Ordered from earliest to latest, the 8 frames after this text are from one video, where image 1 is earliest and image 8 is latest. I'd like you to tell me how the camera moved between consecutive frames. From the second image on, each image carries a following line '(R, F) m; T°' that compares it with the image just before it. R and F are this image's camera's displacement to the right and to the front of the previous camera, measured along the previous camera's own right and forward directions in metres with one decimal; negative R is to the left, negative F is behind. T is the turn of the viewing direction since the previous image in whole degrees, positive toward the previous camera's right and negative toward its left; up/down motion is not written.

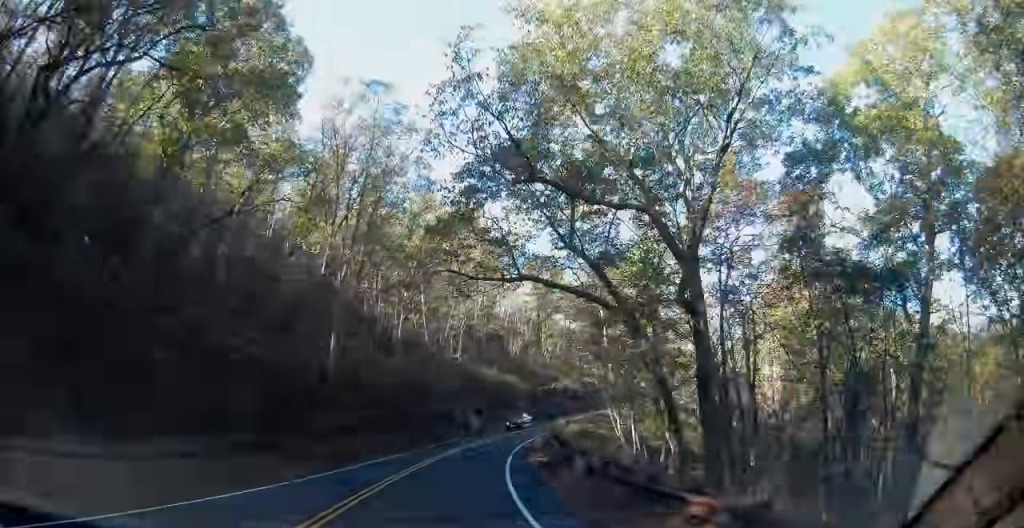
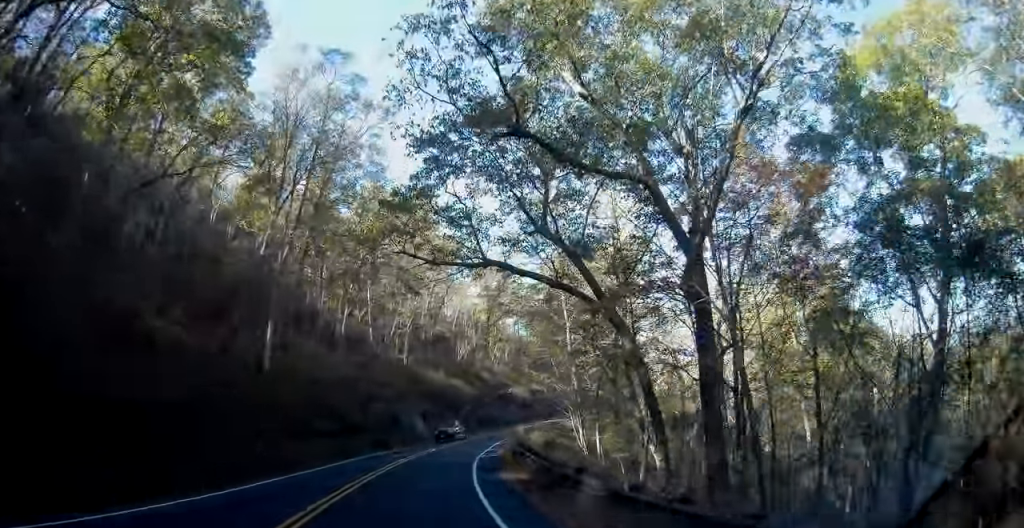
(+0.3, +4.5) m; +6°
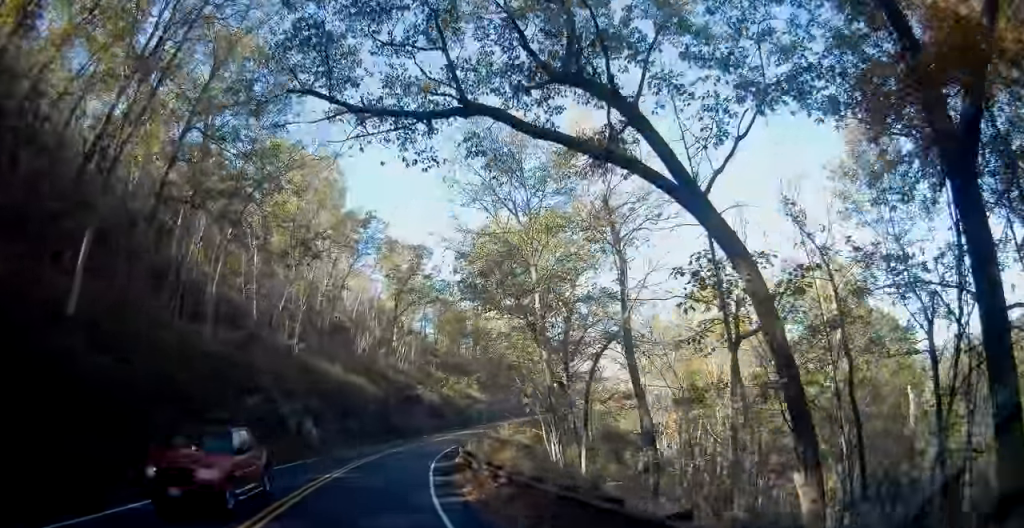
(+1.9, +15.2) m; +12°
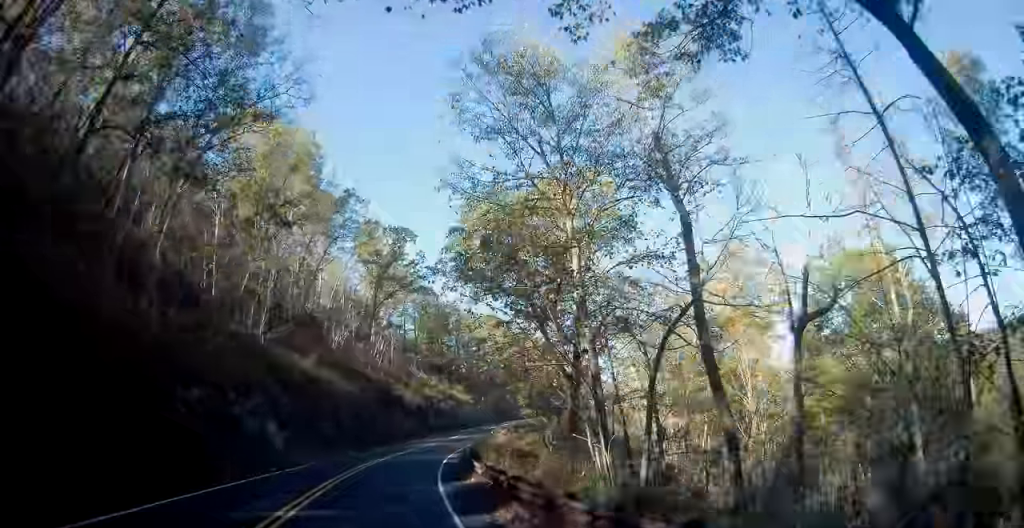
(+0.3, +8.2) m; +4°
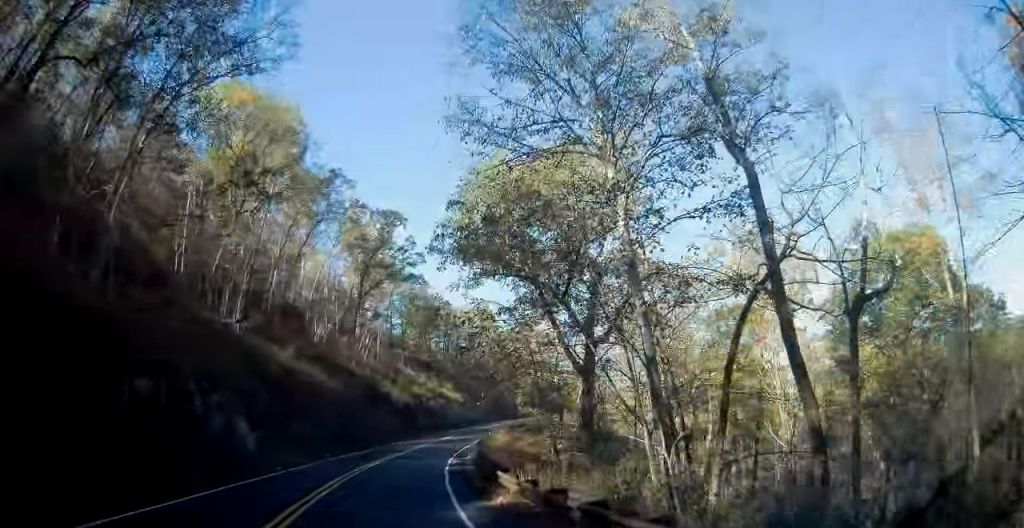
(+0.1, +5.2) m; +2°
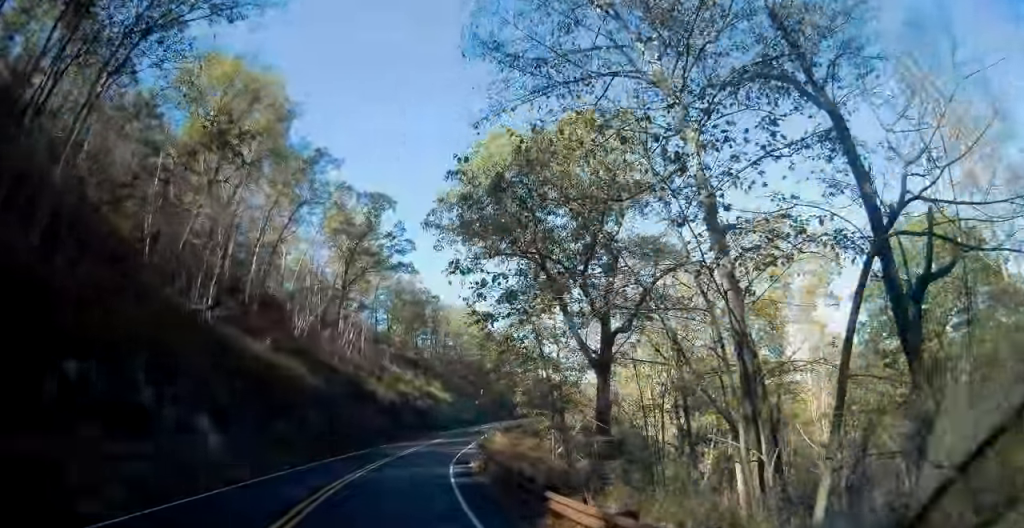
(+0.1, +4.9) m; +2°
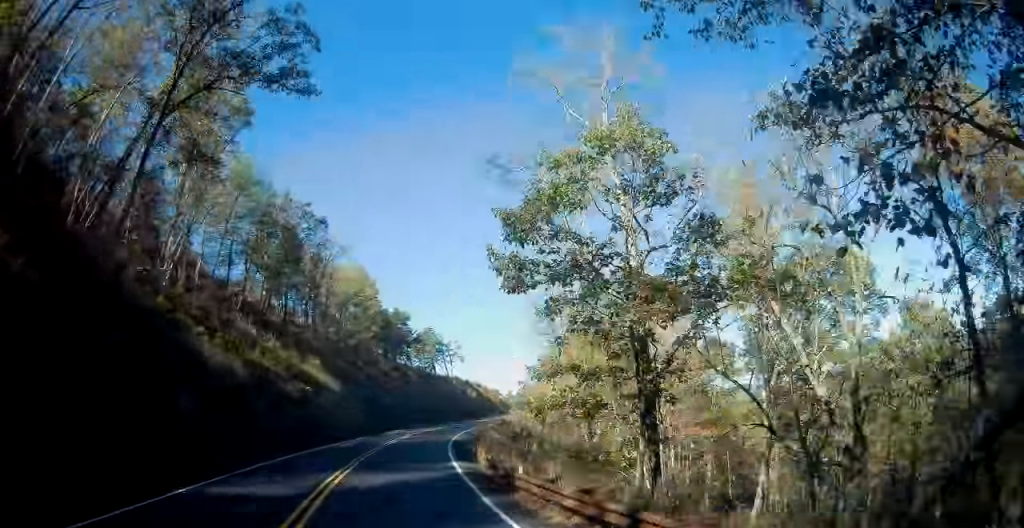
(+3.2, +32.8) m; +12°
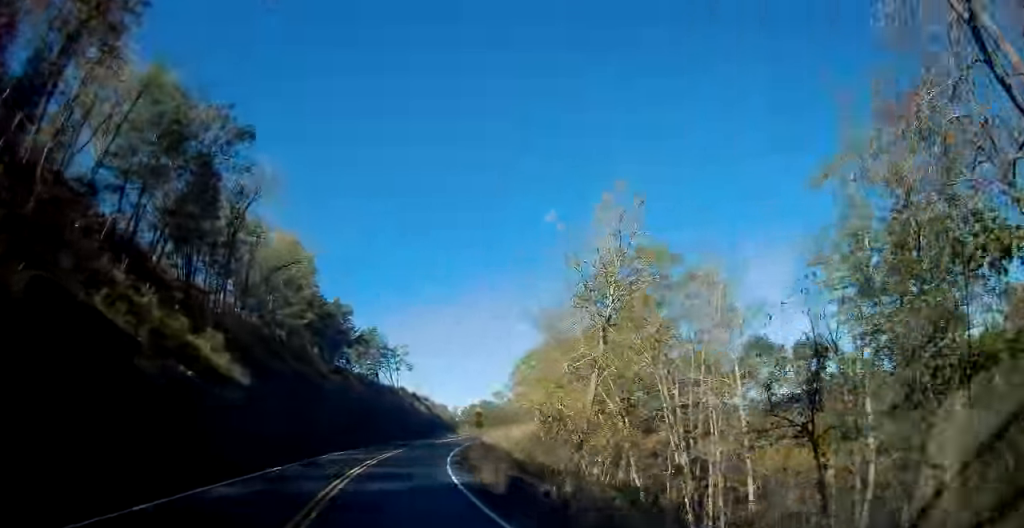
(+1.6, +19.1) m; +9°
